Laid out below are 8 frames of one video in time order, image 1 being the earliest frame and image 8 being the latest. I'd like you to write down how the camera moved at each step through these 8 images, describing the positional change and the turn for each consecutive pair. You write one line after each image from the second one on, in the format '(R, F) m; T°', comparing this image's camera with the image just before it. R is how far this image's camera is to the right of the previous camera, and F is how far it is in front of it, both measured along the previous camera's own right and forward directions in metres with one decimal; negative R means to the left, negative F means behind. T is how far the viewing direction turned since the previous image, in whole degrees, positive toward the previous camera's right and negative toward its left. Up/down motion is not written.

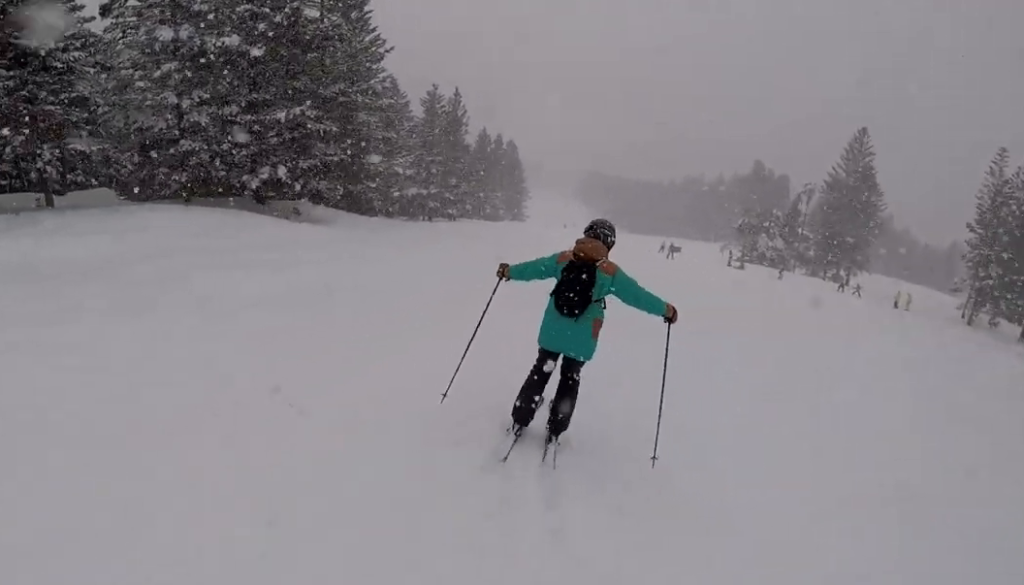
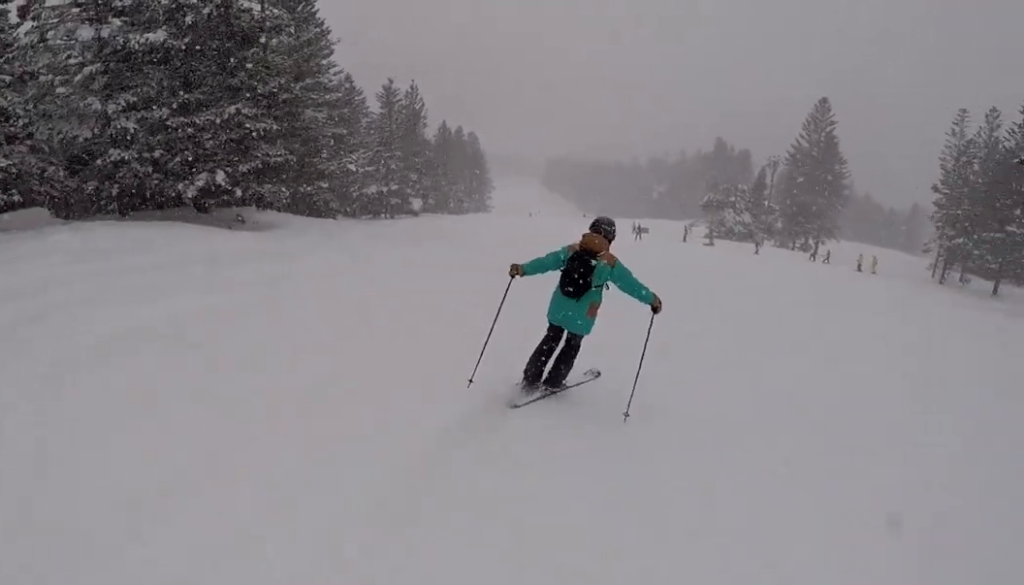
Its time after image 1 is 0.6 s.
(-0.4, +1.9) m; -8°
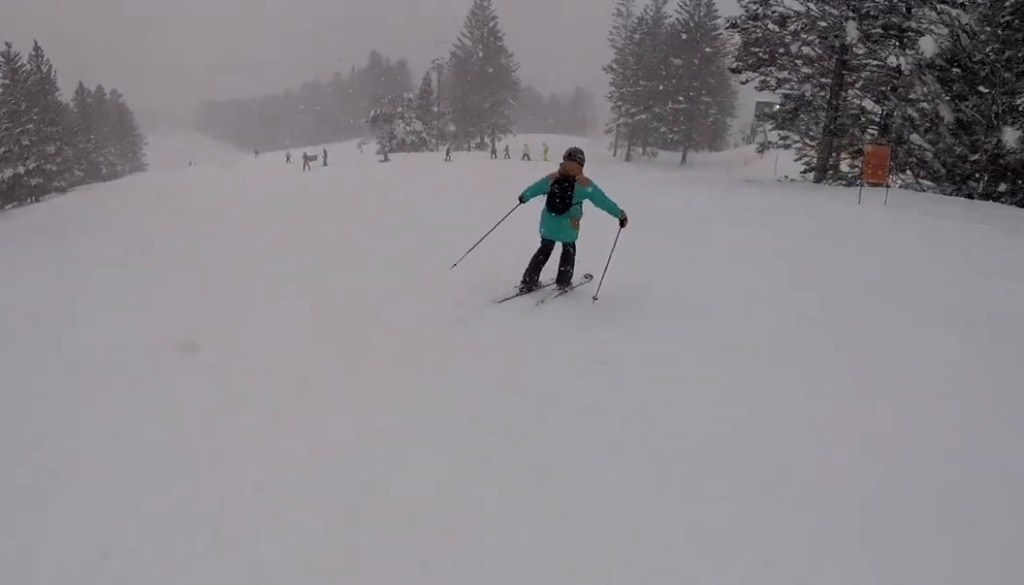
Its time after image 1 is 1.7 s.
(-0.2, +4.5) m; +6°
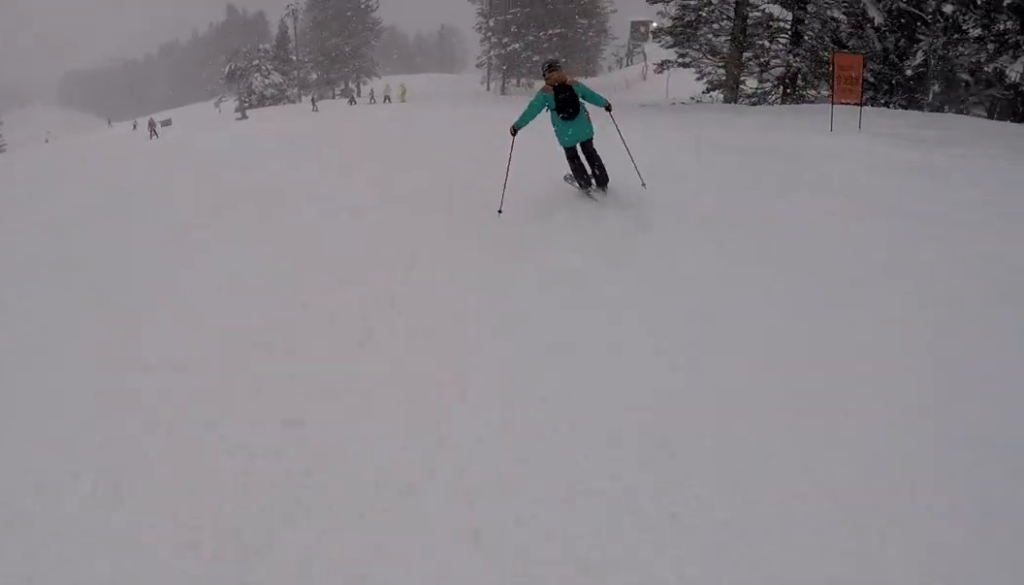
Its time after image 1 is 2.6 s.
(+0.5, +4.2) m; +10°
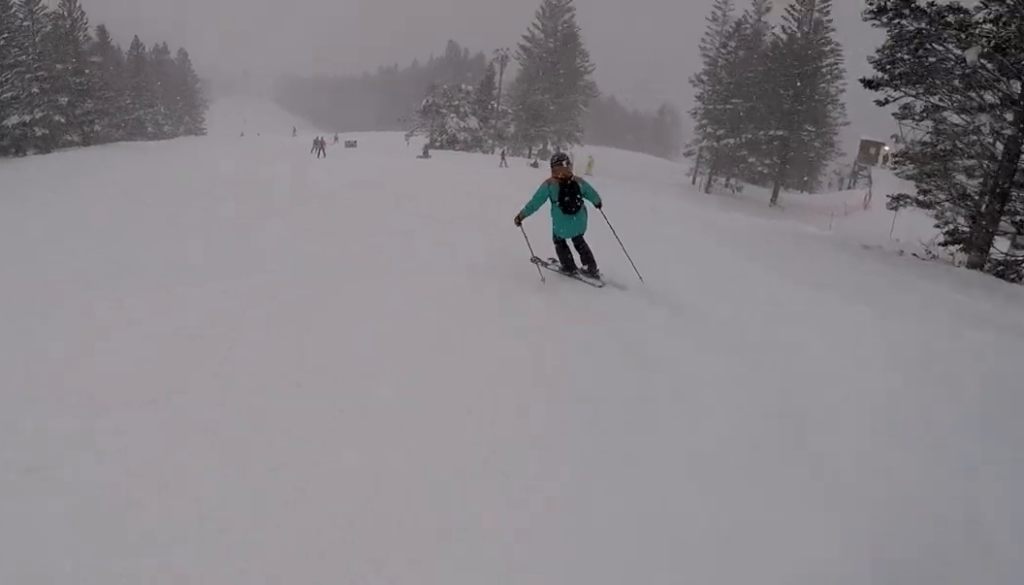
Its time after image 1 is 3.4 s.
(+0.4, +4.3) m; -5°
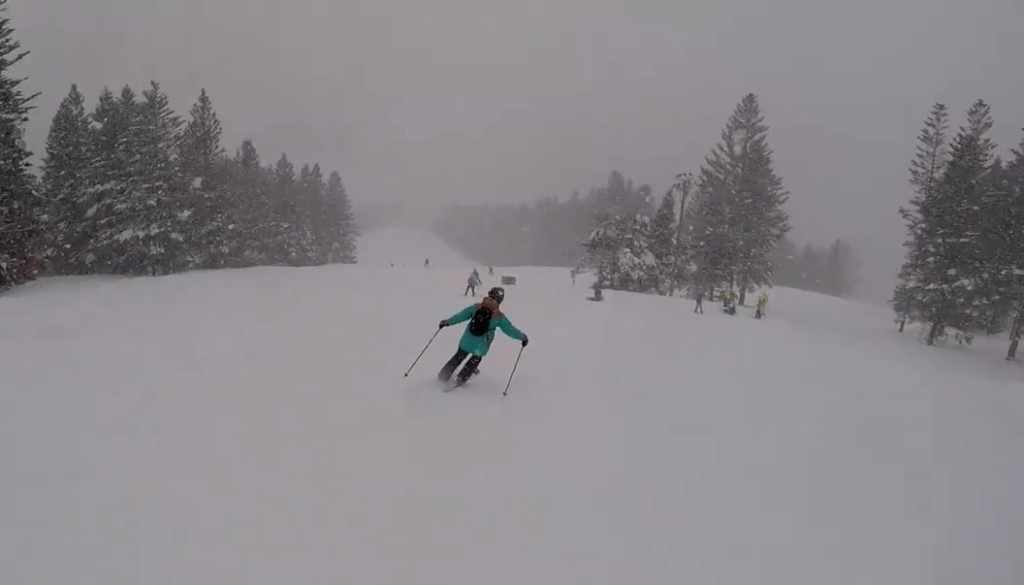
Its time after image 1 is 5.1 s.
(-1.9, +8.7) m; -14°
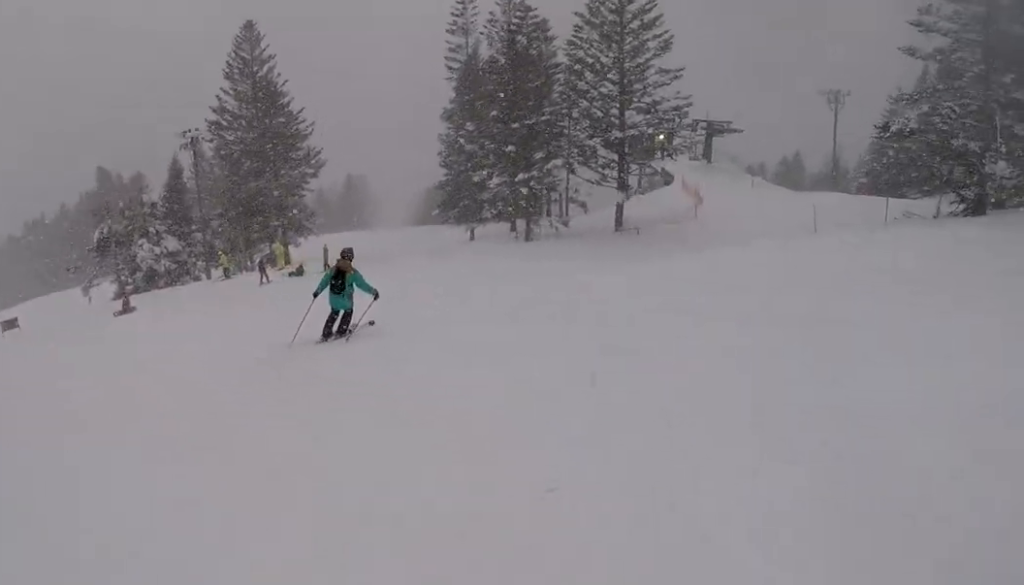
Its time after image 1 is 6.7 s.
(+1.6, +10.4) m; +33°
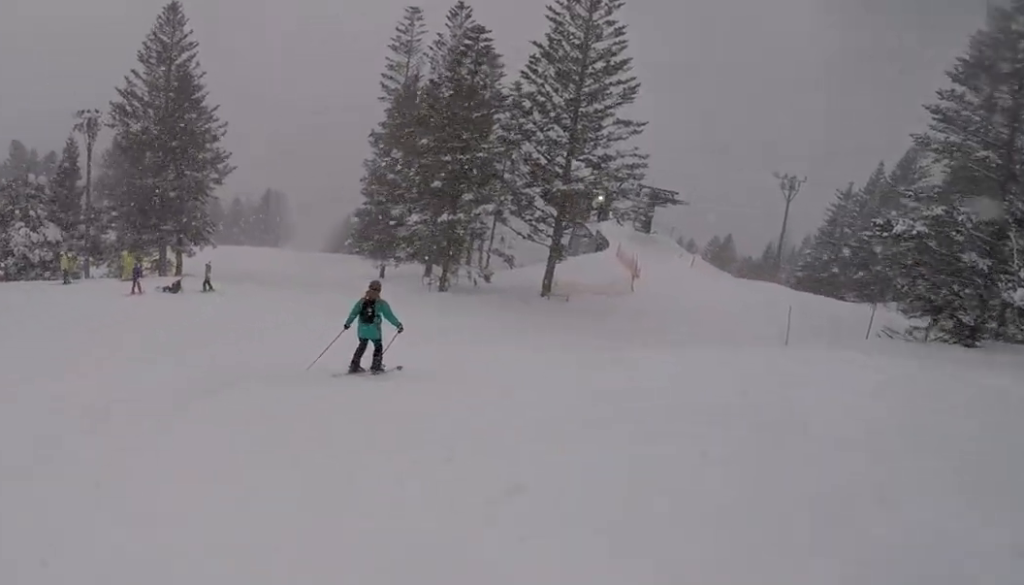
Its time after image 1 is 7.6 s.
(+1.5, +5.1) m; +6°
